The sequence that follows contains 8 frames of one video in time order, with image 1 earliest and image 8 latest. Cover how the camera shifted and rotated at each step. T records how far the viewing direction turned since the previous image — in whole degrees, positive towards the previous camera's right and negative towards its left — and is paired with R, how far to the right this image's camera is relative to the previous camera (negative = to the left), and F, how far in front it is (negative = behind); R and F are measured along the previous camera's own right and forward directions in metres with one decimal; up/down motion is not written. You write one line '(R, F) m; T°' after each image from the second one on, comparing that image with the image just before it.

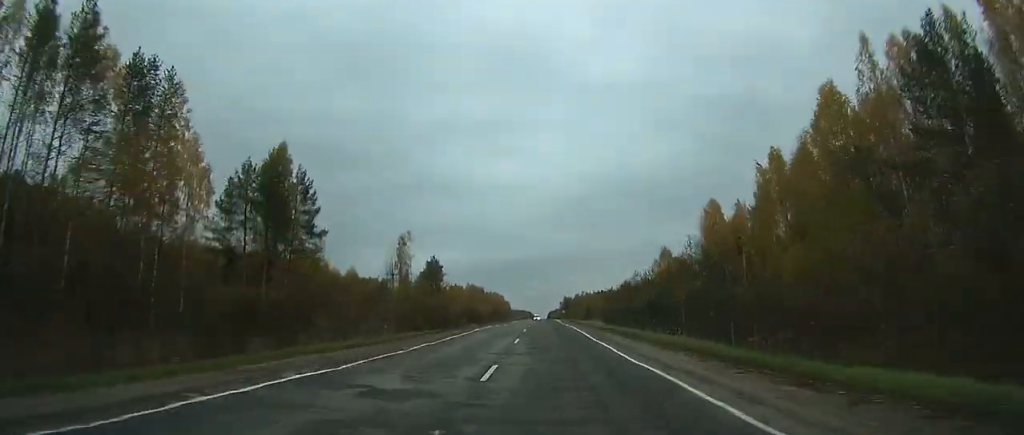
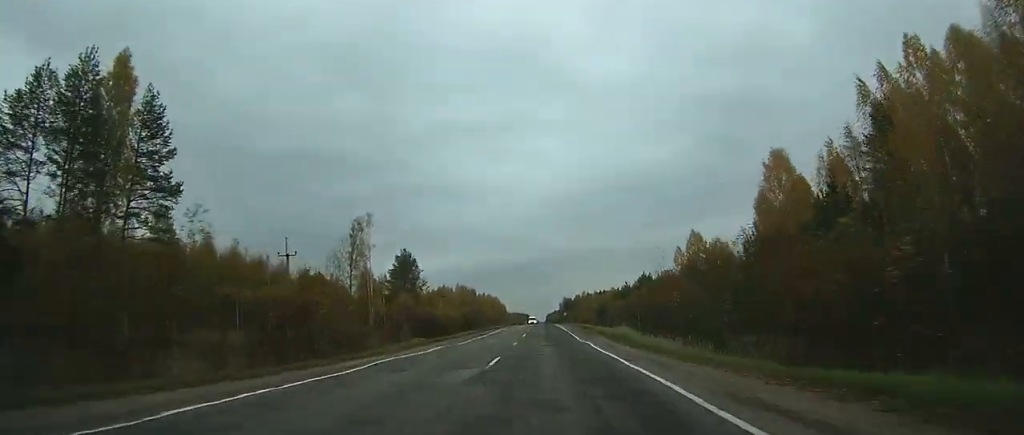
(0.0, +30.6) m; 0°
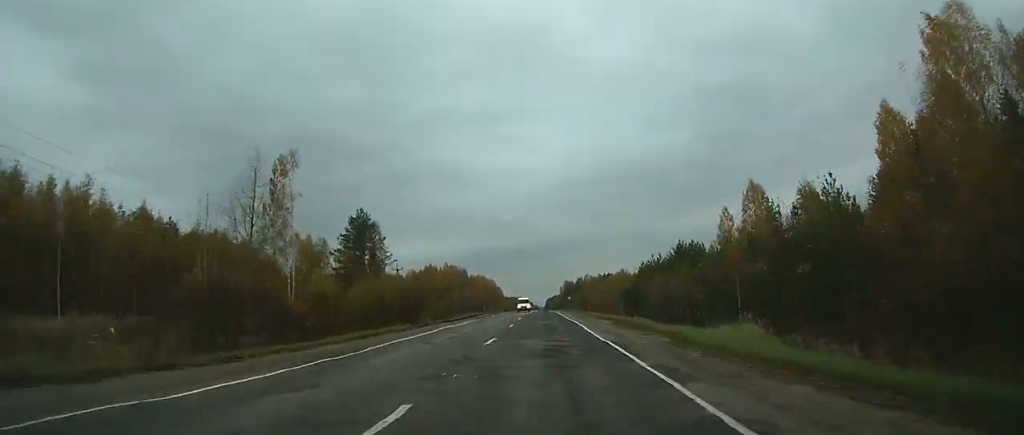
(+0.1, +33.3) m; 0°
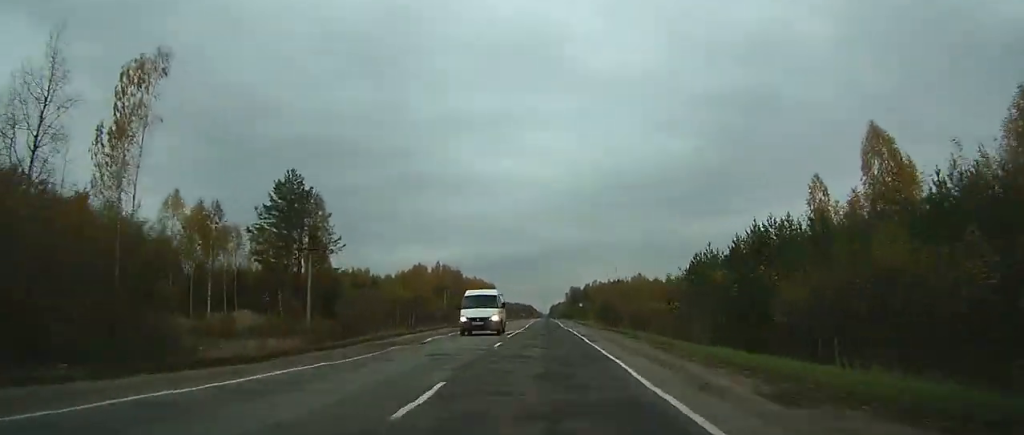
(-0.1, +34.0) m; 0°
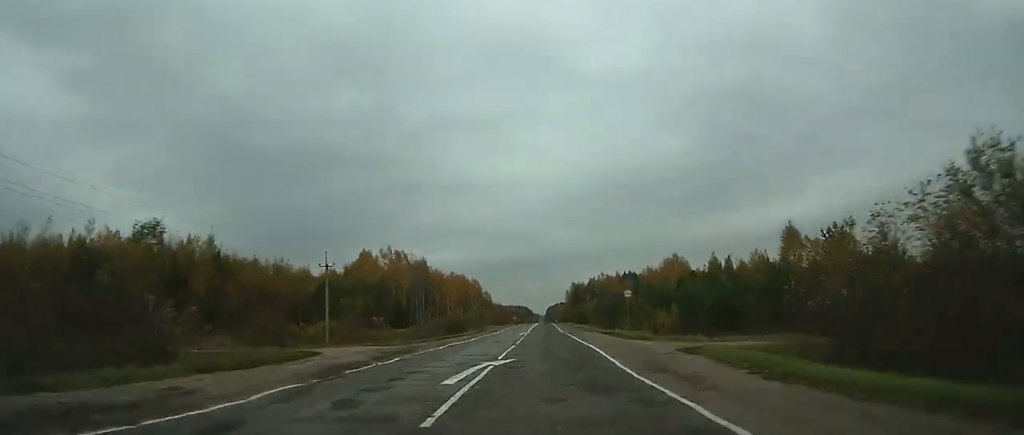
(0.0, +68.5) m; 0°
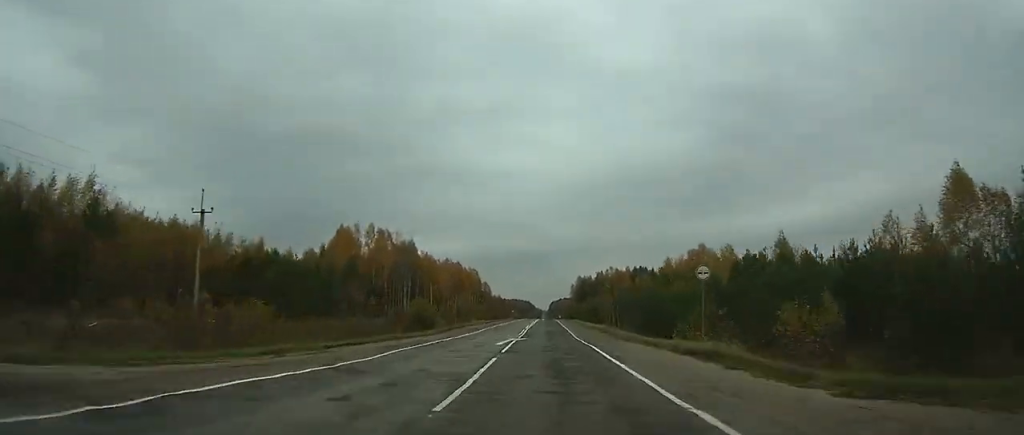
(+0.1, +23.0) m; 0°
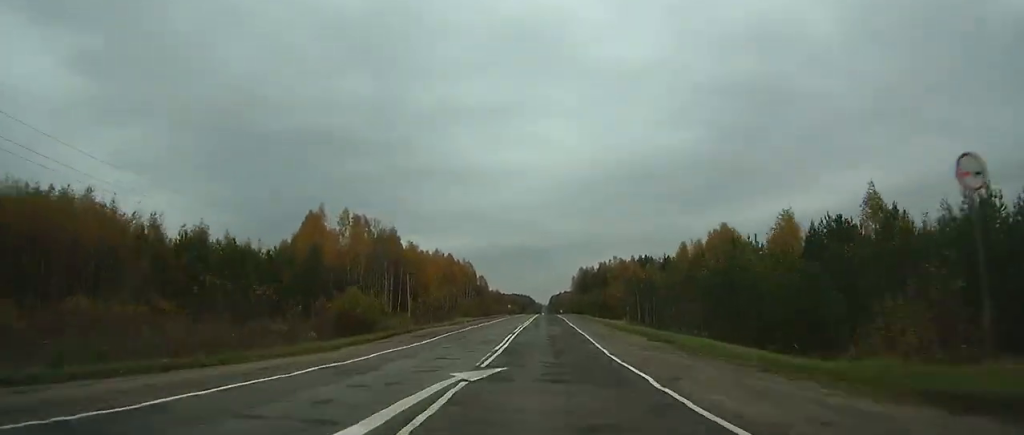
(0.0, +18.3) m; 0°
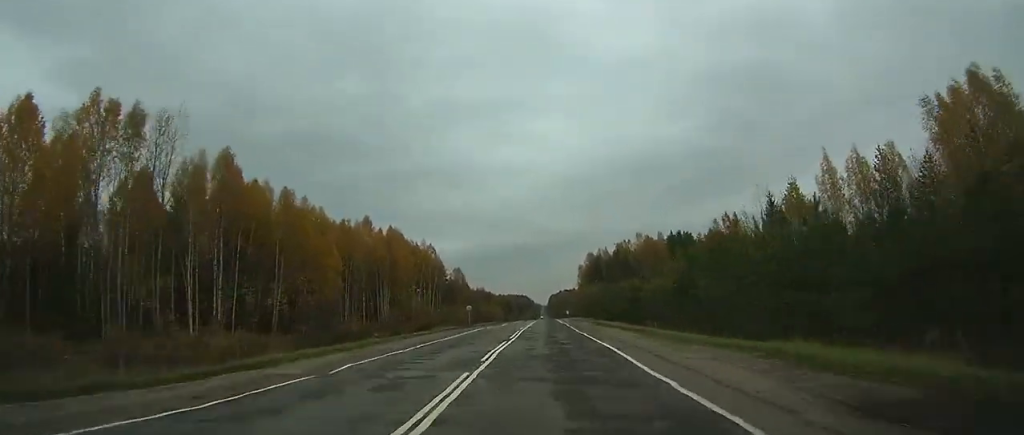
(+0.4, +72.9) m; 0°
